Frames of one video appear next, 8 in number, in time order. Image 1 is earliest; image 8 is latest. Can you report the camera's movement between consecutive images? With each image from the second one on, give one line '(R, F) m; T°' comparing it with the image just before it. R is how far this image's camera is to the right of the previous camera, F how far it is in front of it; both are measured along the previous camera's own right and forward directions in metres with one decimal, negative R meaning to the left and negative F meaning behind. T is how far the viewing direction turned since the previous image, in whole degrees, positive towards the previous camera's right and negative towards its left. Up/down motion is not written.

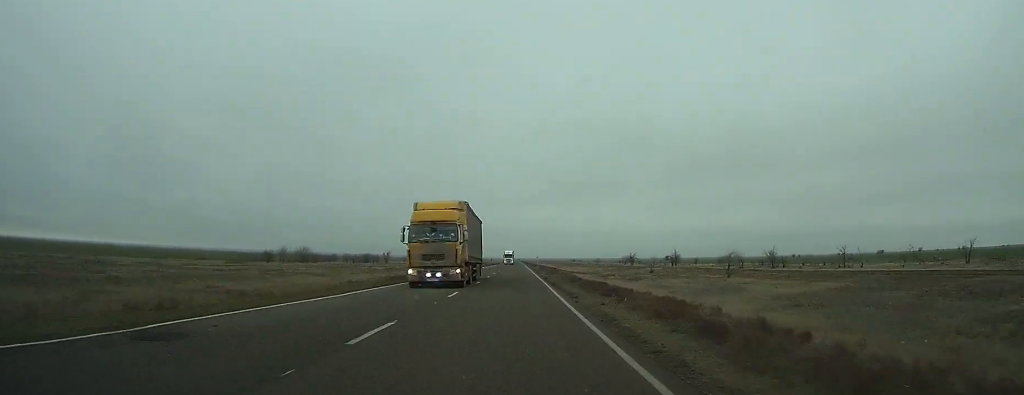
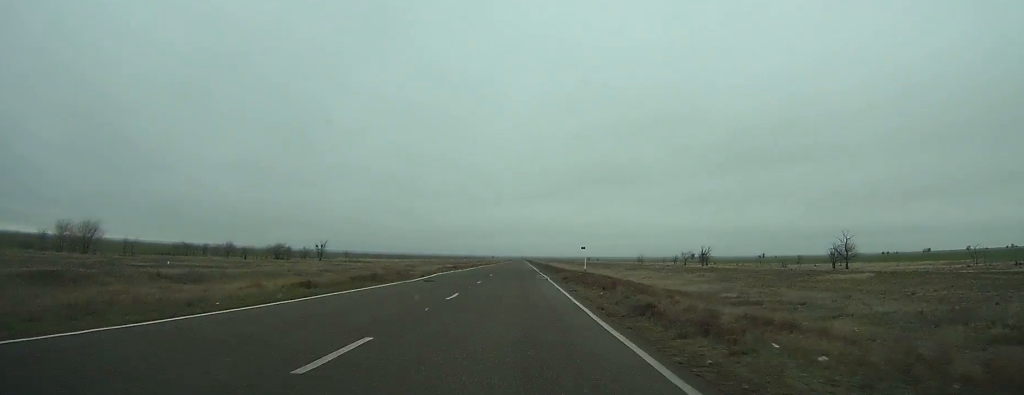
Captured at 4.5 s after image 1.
(-0.1, +110.8) m; 0°
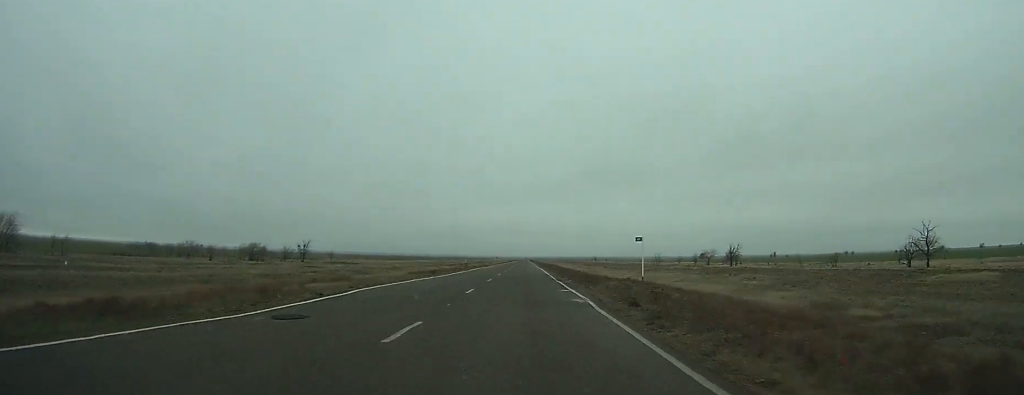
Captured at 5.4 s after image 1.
(-0.1, +20.4) m; 0°
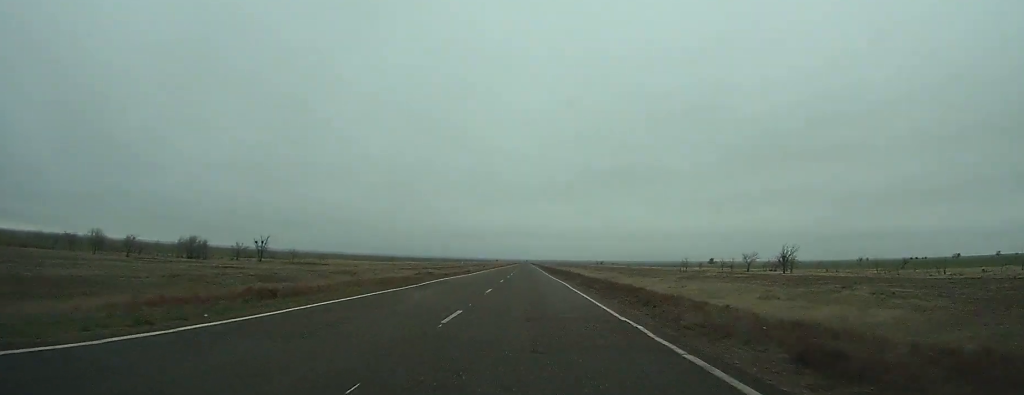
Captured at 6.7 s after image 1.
(+0.1, +31.4) m; 0°
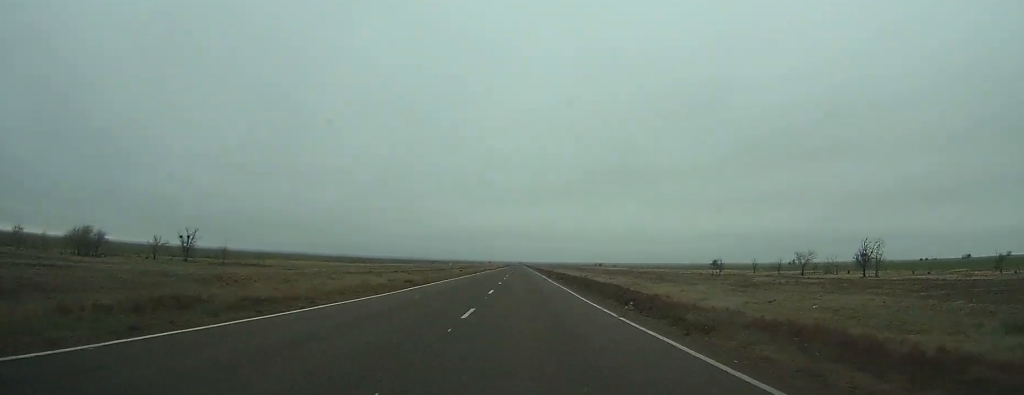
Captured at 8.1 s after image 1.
(+0.1, +34.7) m; 0°
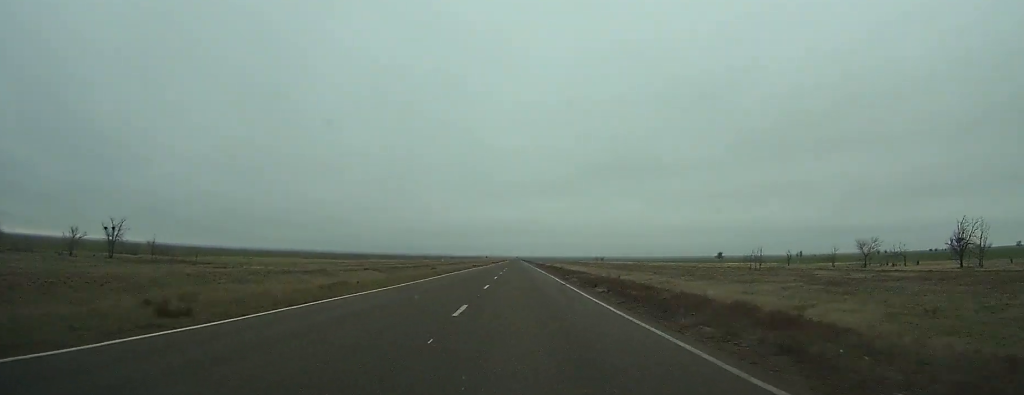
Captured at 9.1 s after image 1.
(+0.1, +25.8) m; 0°
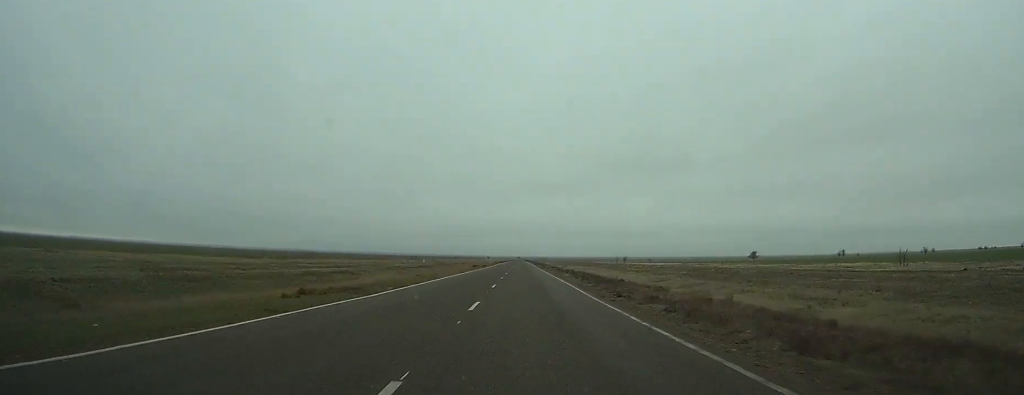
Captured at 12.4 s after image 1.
(-0.2, +83.9) m; 0°
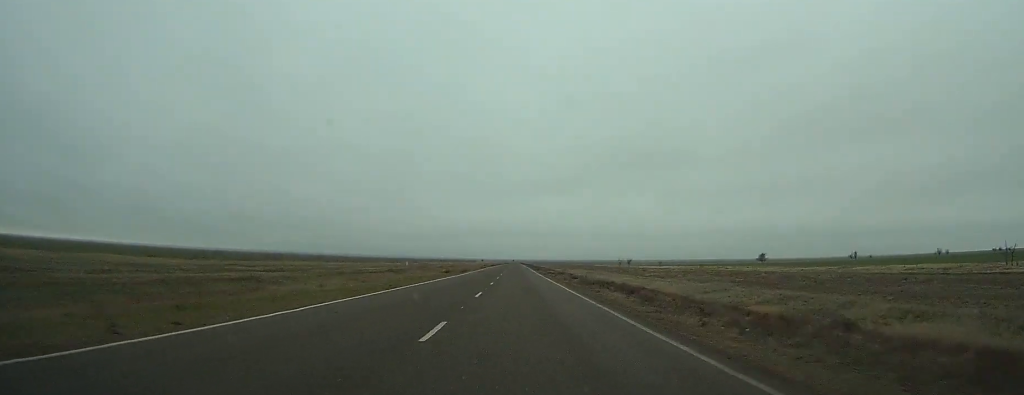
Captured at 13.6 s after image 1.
(0.0, +30.0) m; 0°
